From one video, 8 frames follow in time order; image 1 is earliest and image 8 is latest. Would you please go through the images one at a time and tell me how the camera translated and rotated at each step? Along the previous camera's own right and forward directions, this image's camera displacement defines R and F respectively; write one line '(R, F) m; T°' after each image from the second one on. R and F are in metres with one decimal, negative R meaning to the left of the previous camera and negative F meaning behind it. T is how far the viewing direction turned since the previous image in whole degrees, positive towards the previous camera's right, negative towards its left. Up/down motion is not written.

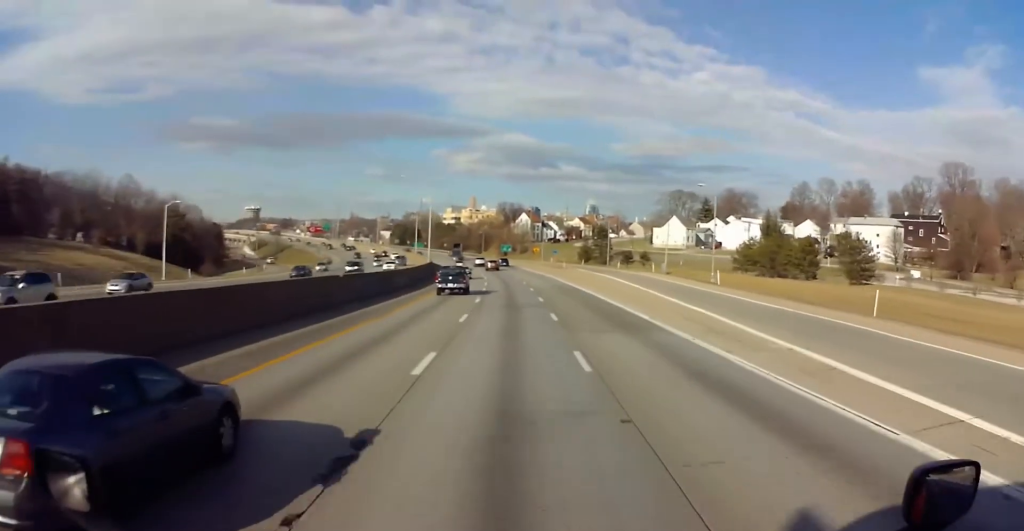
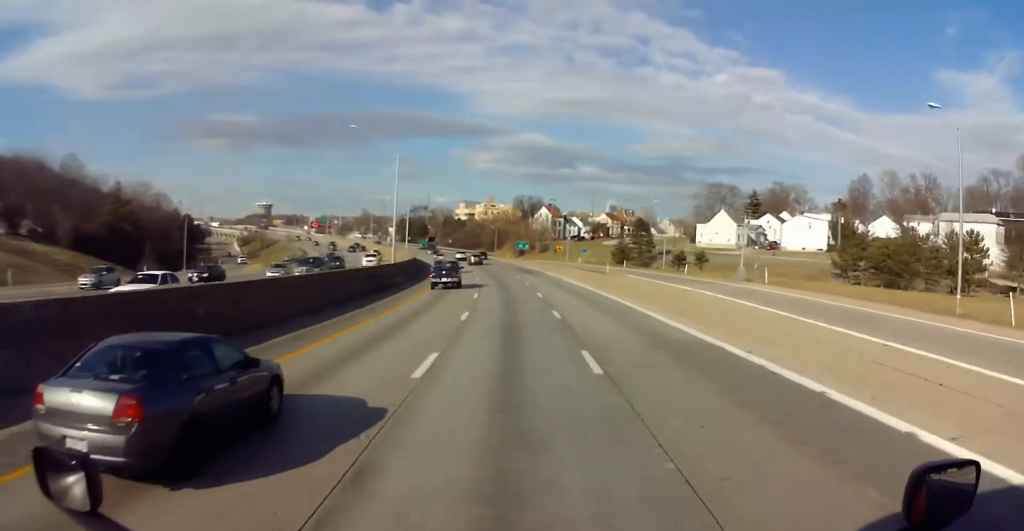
(0.0, +38.9) m; 0°
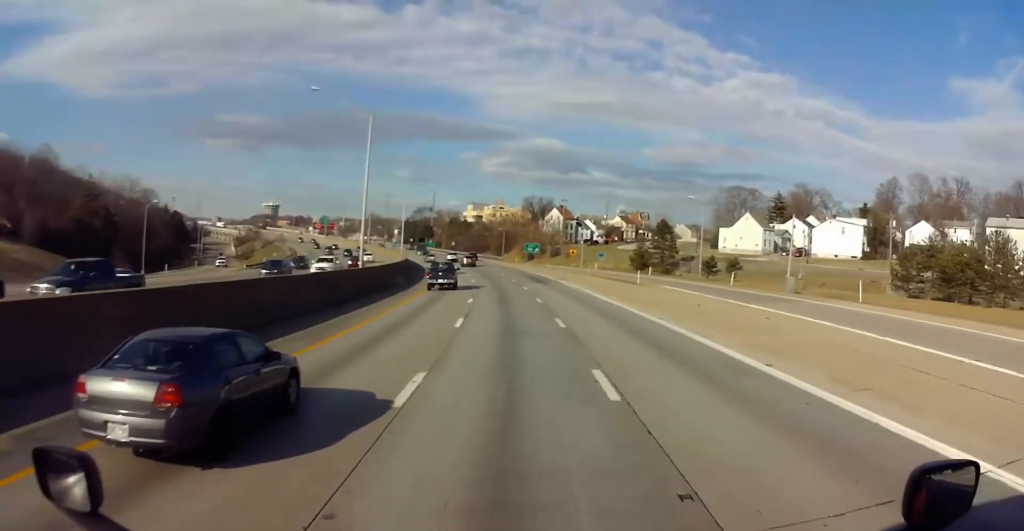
(0.0, +15.0) m; -1°
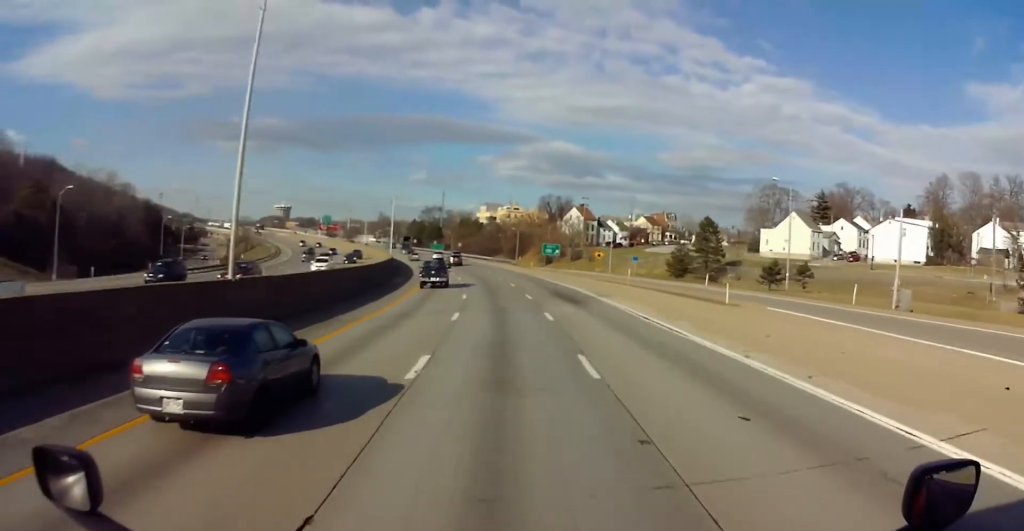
(-0.1, +22.9) m; -3°
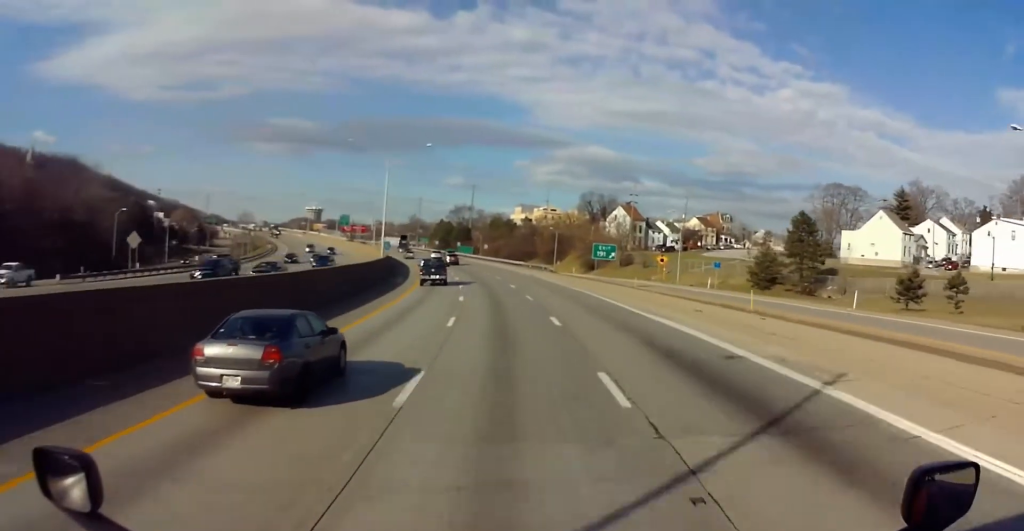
(-1.4, +27.5) m; -4°
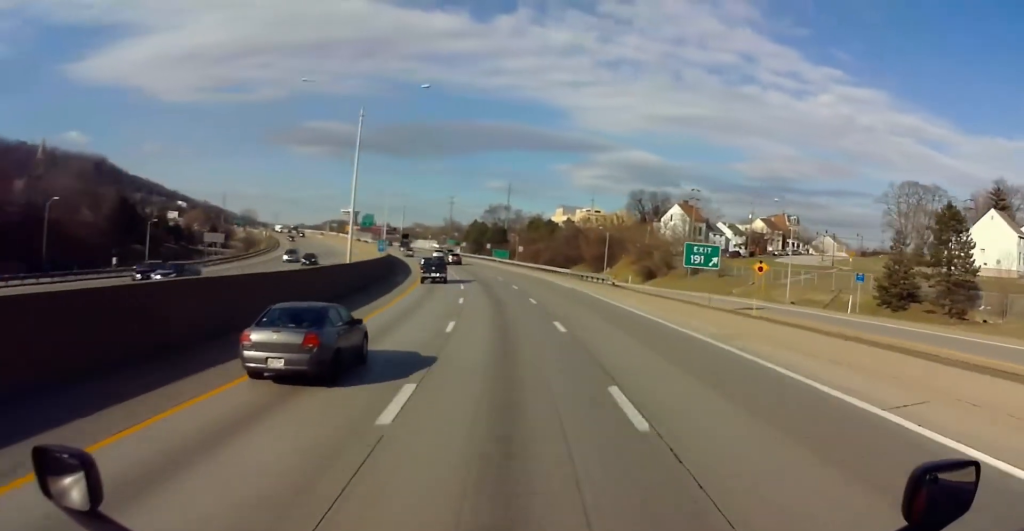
(-0.4, +26.4) m; 0°
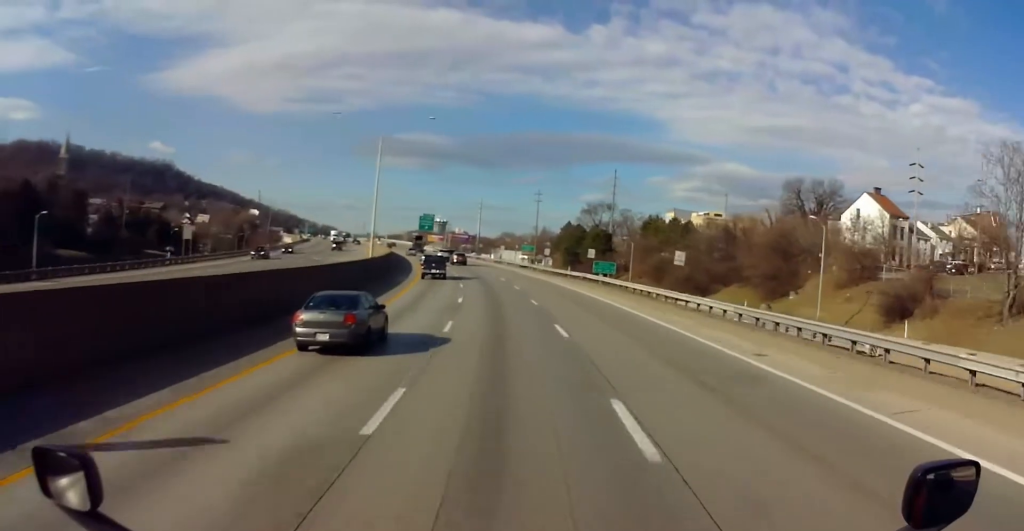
(-1.7, +61.4) m; -7°
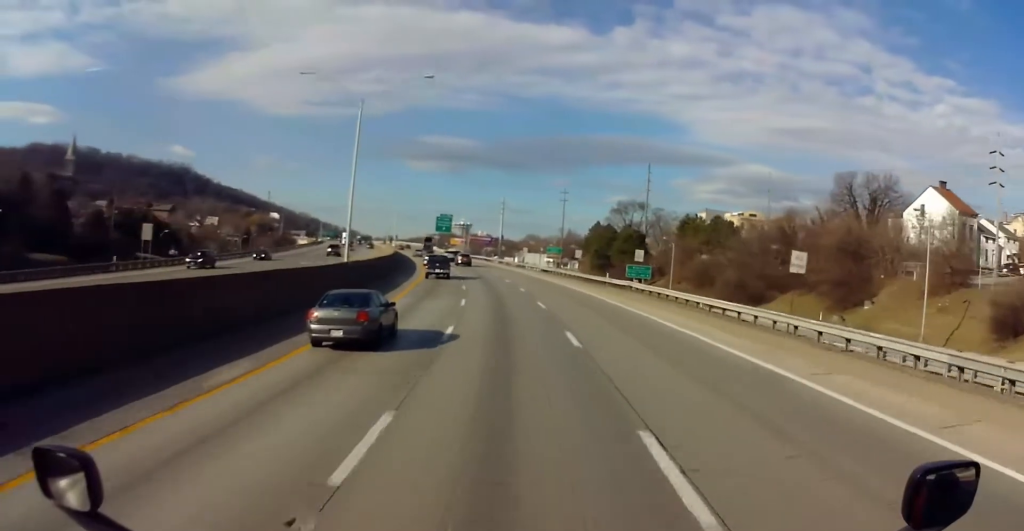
(-0.7, +14.4) m; -2°
